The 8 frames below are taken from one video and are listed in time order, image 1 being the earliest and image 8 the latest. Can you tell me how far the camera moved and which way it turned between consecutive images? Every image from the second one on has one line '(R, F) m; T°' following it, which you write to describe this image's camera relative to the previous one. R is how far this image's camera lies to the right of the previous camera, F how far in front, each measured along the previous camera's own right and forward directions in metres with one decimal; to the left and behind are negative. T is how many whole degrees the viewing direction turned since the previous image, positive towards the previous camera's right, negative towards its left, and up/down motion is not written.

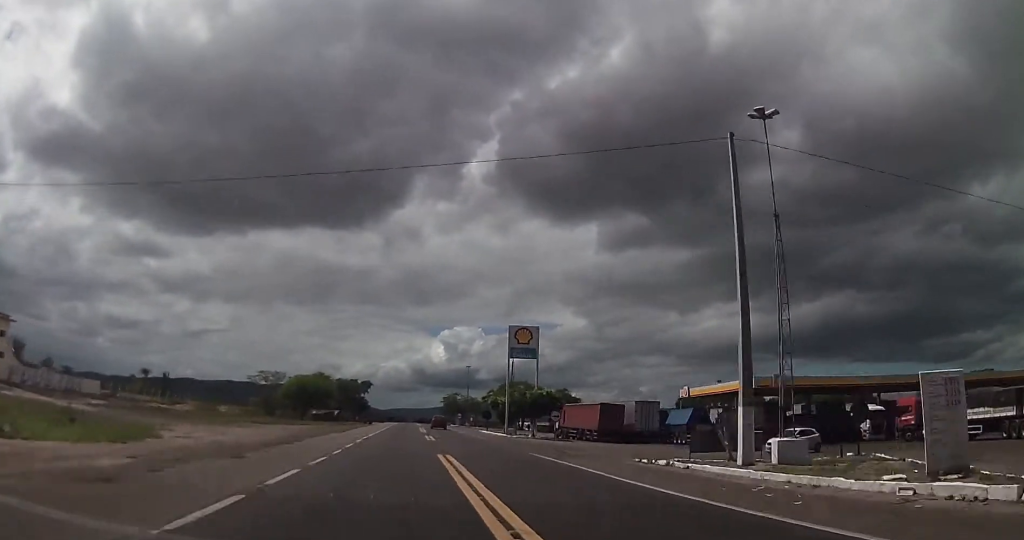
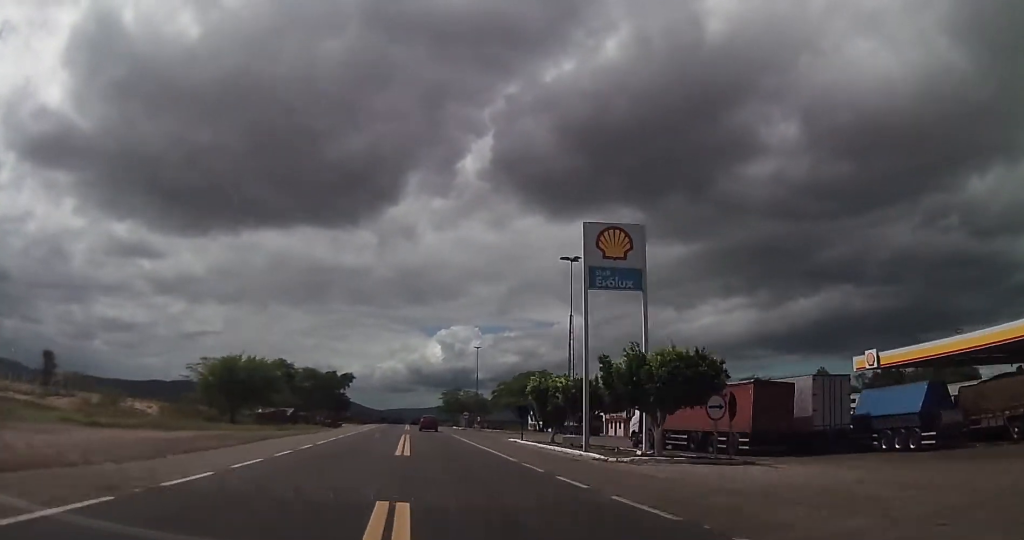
(0.0, +34.1) m; 0°
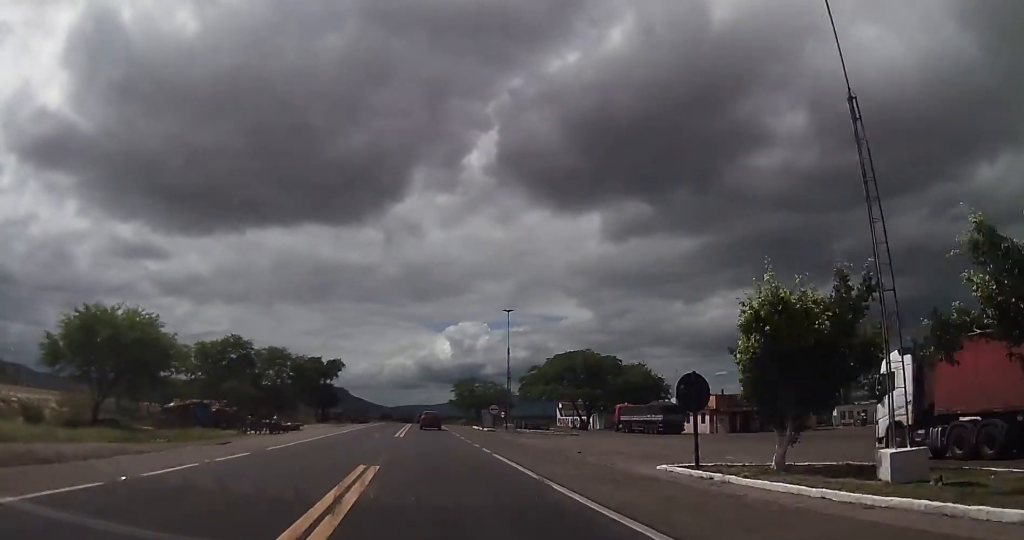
(-0.1, +28.4) m; 0°
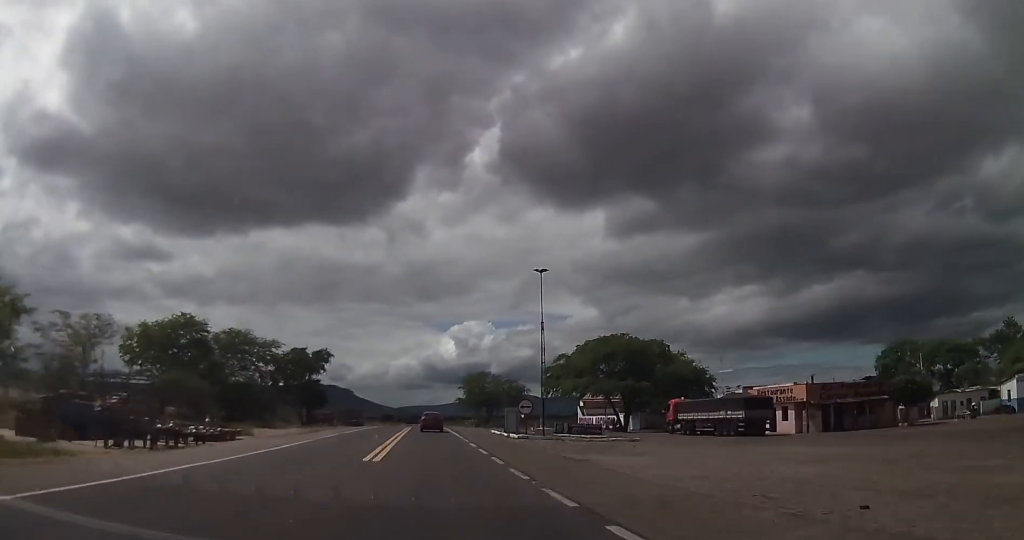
(0.0, +17.1) m; 0°
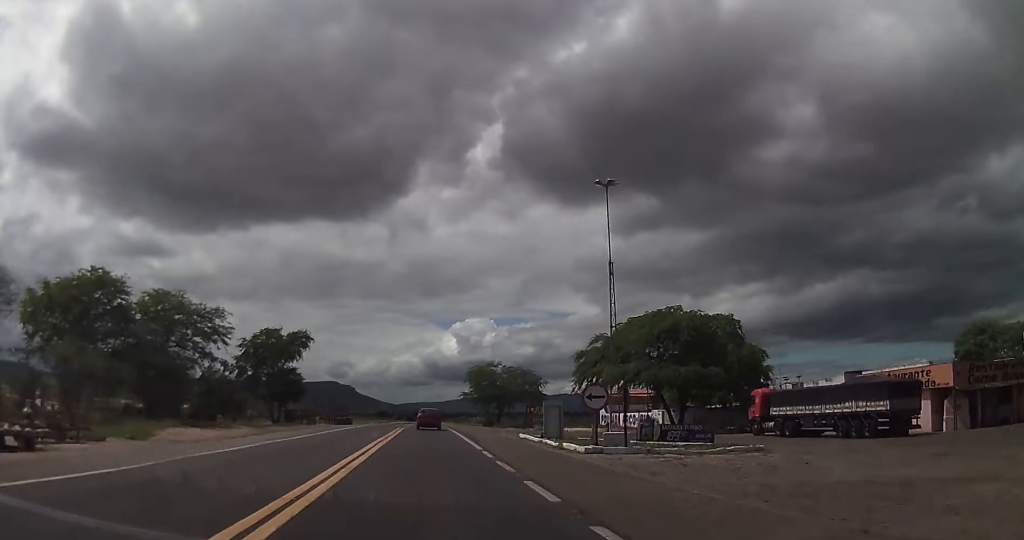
(-0.1, +15.9) m; 0°
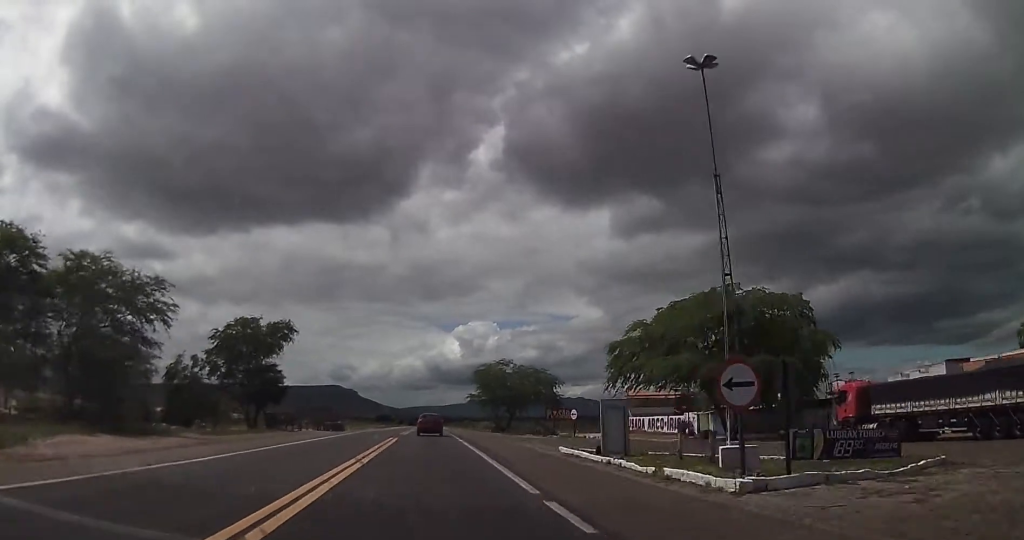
(0.0, +10.2) m; 0°
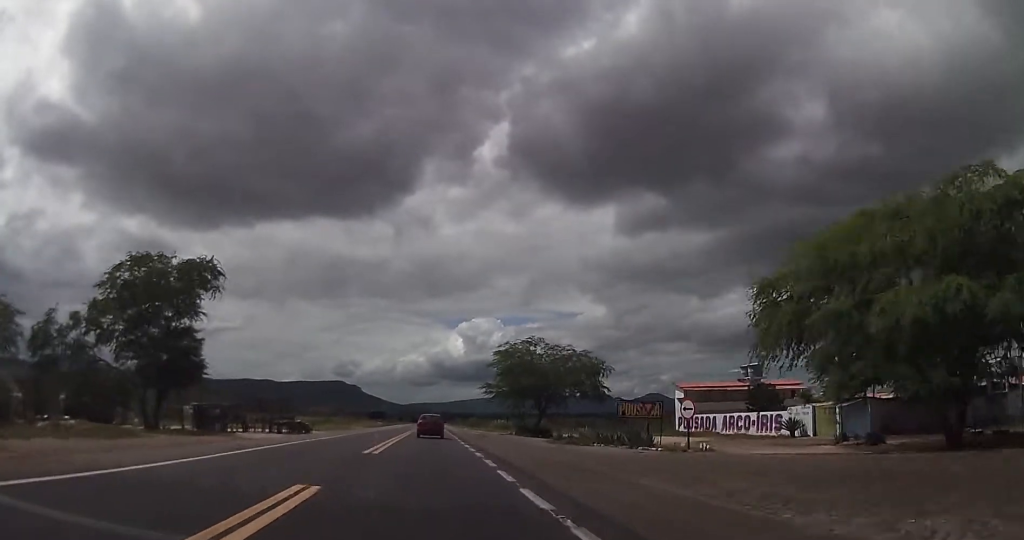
(0.0, +22.4) m; 0°
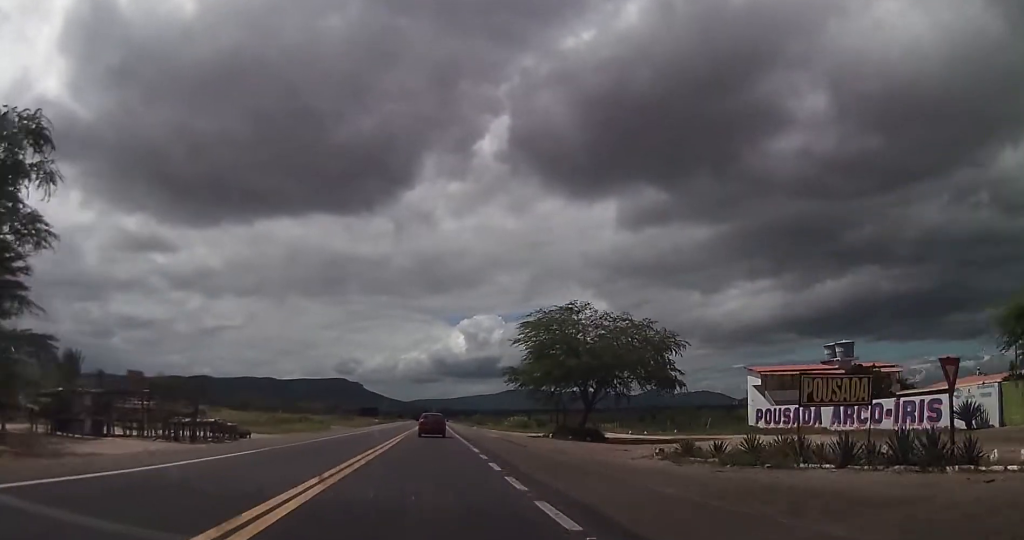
(+0.1, +20.5) m; 0°
